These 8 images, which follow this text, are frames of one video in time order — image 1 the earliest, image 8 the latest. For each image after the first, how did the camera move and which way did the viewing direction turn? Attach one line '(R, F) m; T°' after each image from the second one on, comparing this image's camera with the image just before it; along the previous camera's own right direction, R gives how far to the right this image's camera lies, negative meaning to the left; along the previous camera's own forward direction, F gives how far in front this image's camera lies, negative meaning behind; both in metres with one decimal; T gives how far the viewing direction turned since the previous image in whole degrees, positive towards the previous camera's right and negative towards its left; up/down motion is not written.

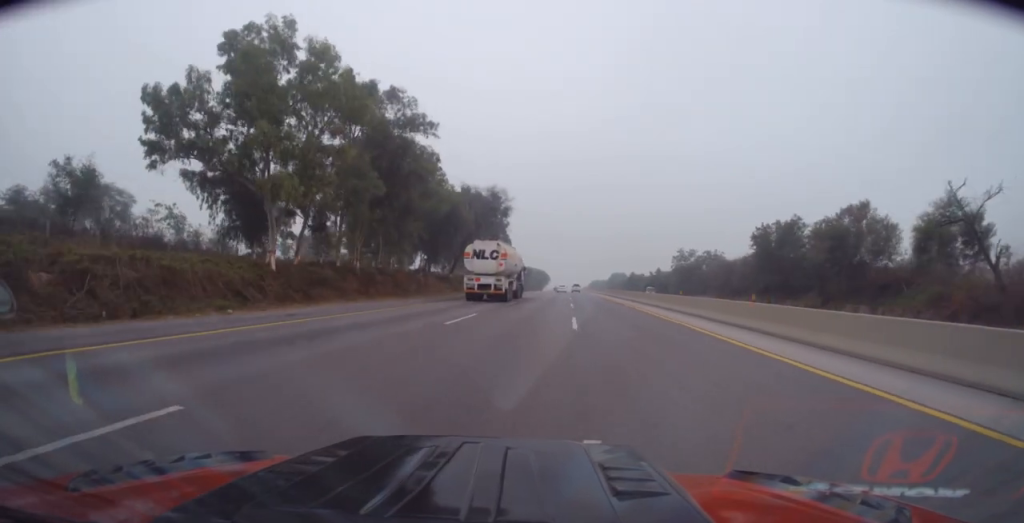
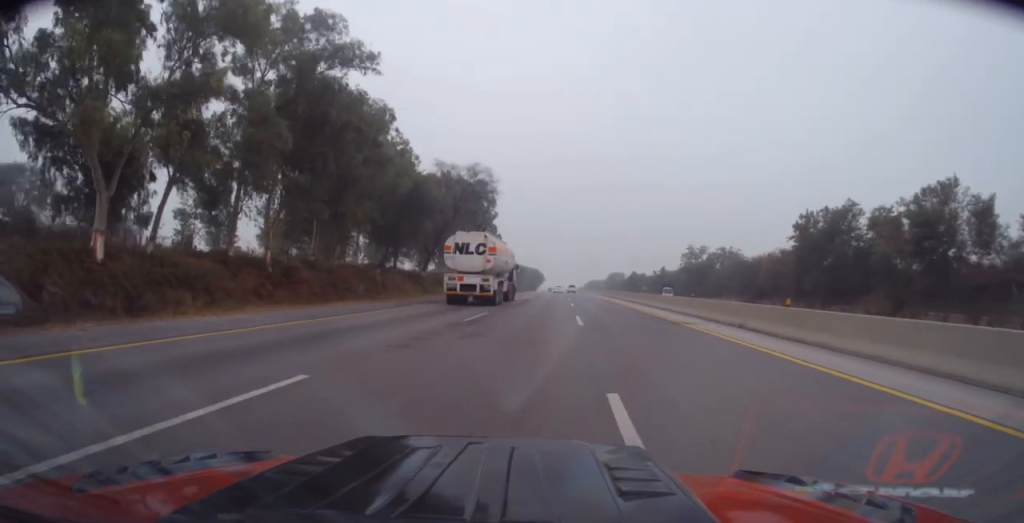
(+0.3, +15.9) m; +1°
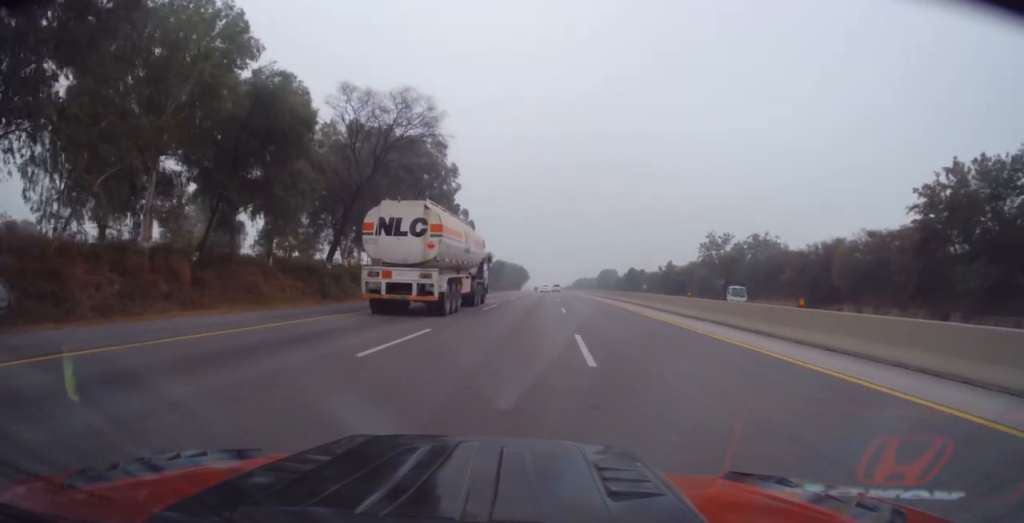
(-0.2, +28.0) m; 0°
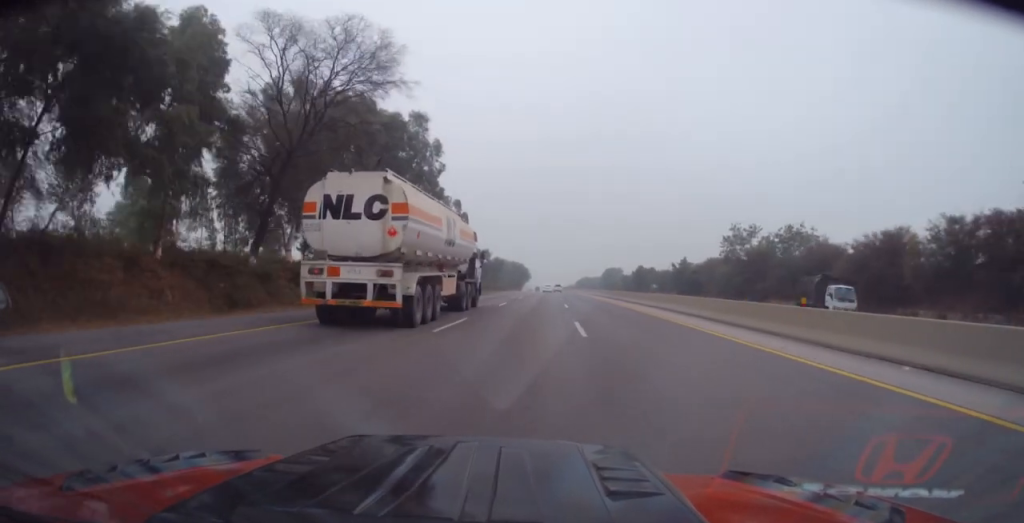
(+0.2, +12.9) m; +1°
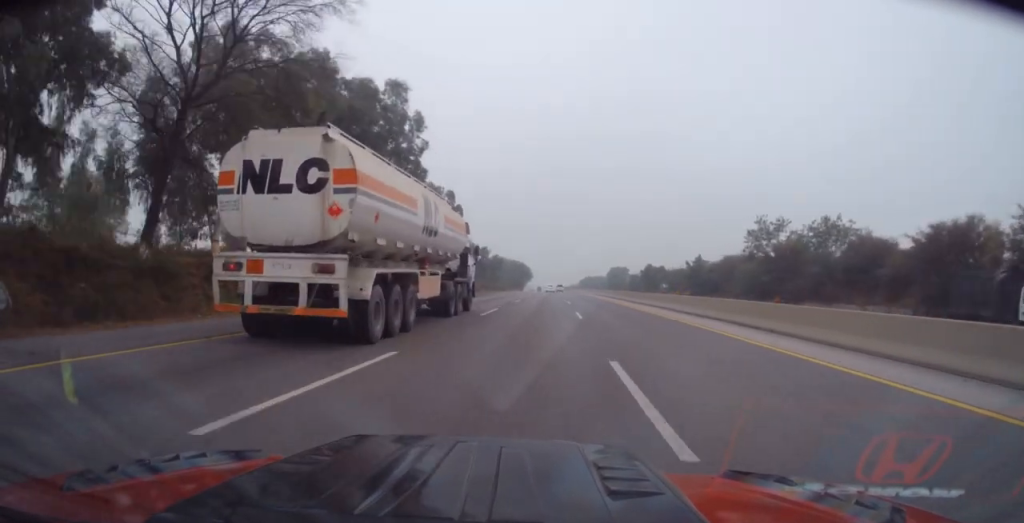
(0.0, +10.5) m; 0°
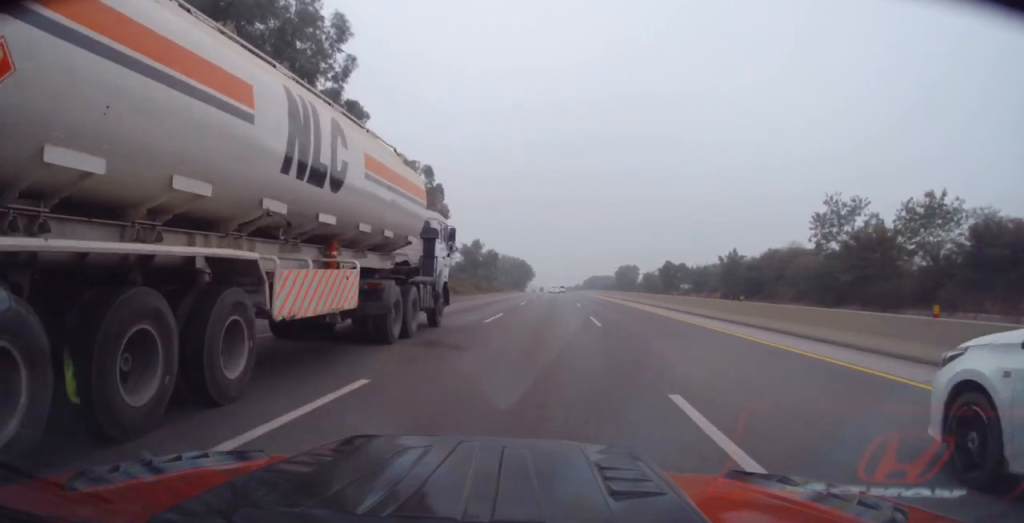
(-0.1, +21.0) m; -1°
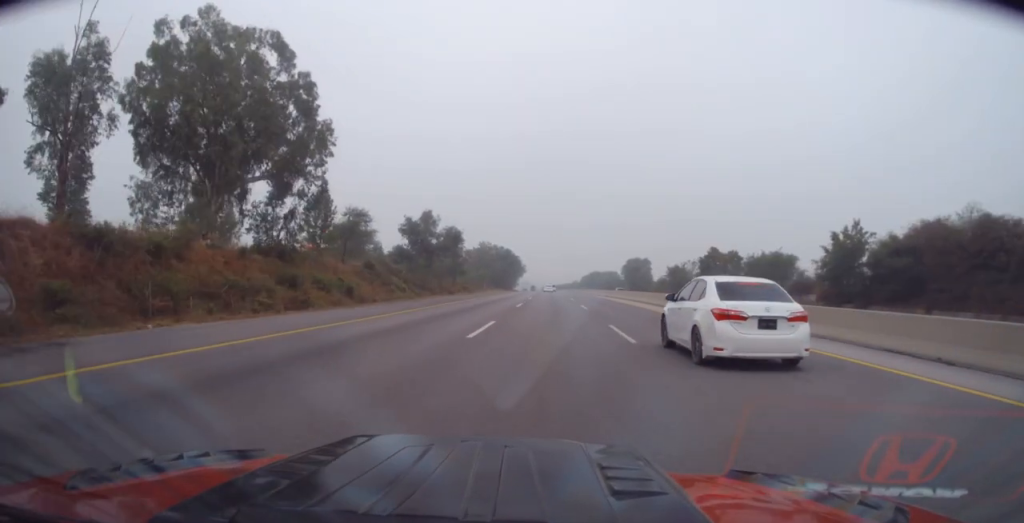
(+0.1, +42.1) m; 0°
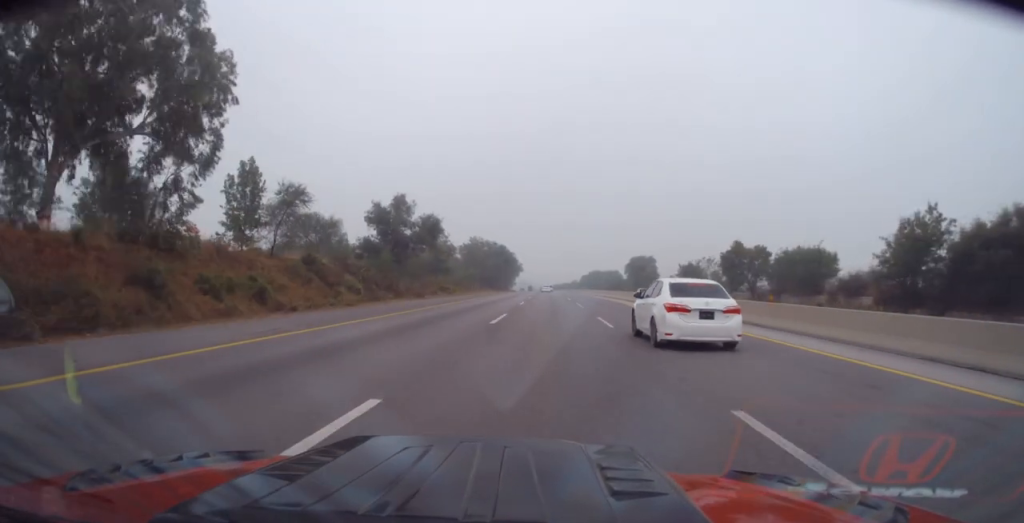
(-0.2, +13.1) m; 0°
